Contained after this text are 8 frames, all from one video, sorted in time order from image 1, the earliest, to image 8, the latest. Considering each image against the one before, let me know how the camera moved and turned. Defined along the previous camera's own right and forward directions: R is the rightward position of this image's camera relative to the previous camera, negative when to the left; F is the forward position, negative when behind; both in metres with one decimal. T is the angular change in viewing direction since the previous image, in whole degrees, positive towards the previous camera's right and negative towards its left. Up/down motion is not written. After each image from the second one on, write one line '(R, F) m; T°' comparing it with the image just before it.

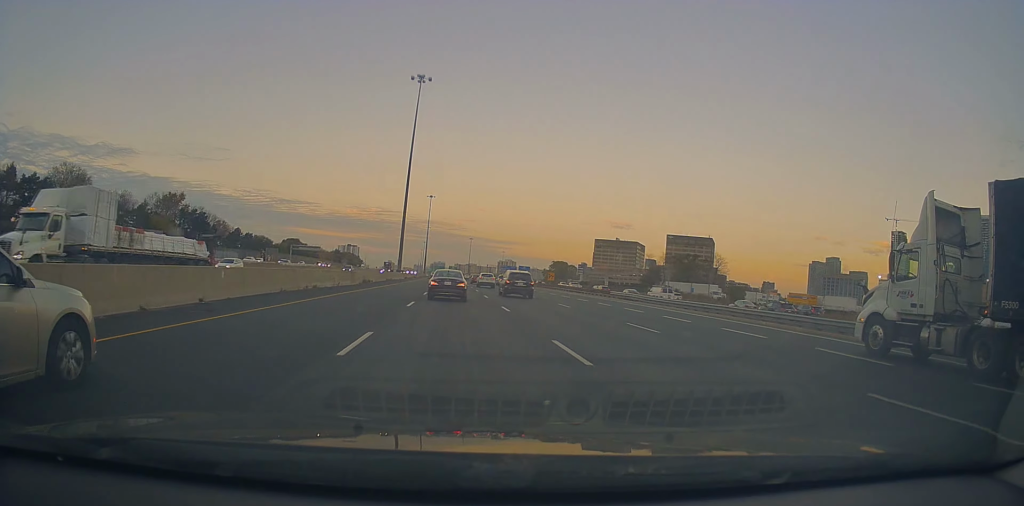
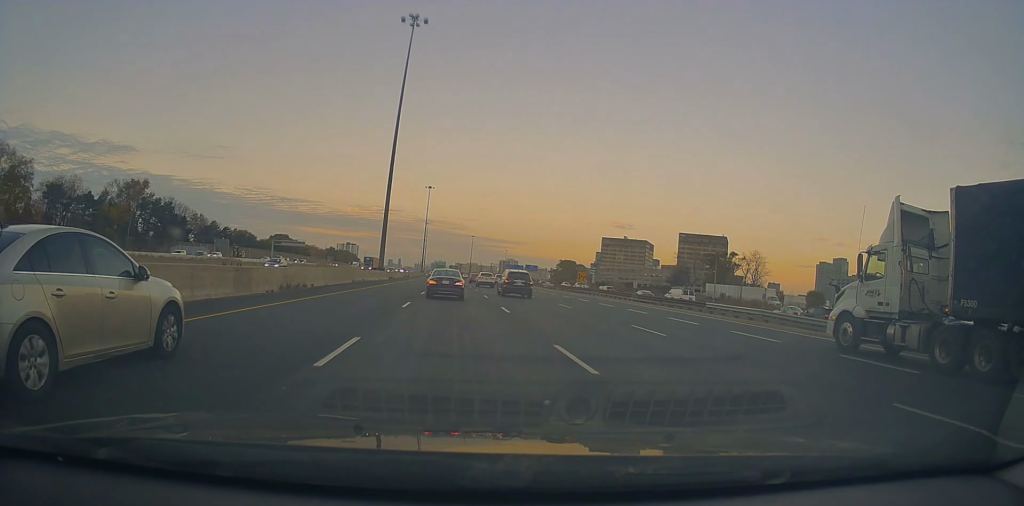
(0.0, +24.9) m; 0°
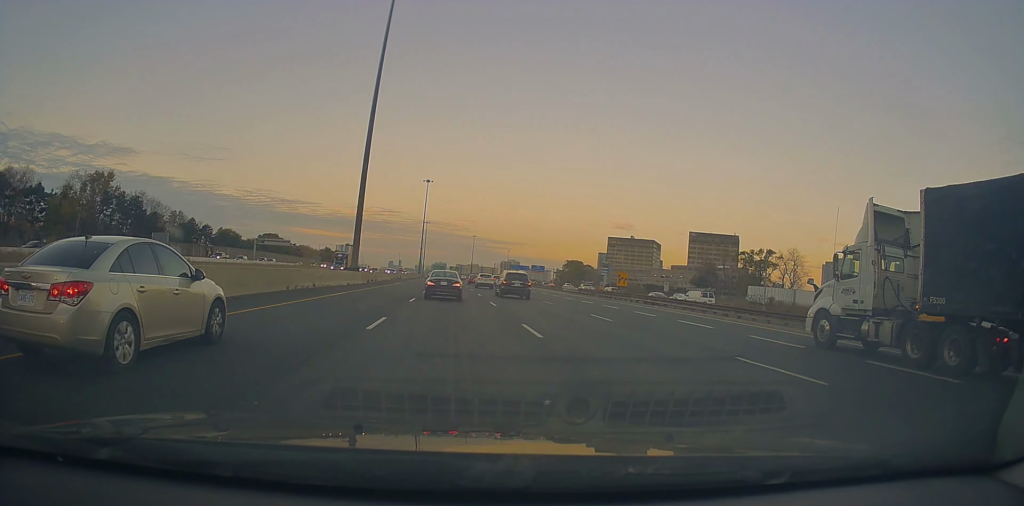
(0.0, +19.3) m; 0°
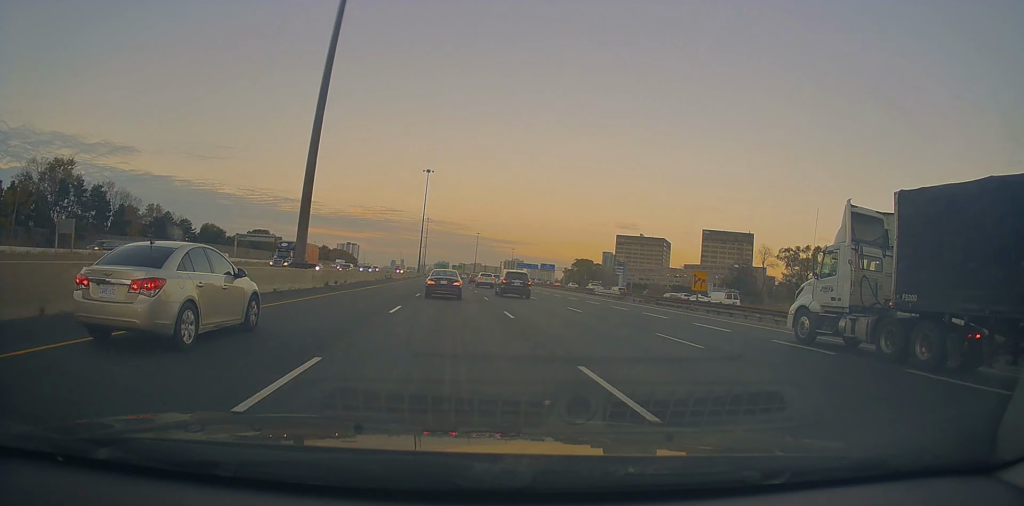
(0.0, +19.3) m; 0°
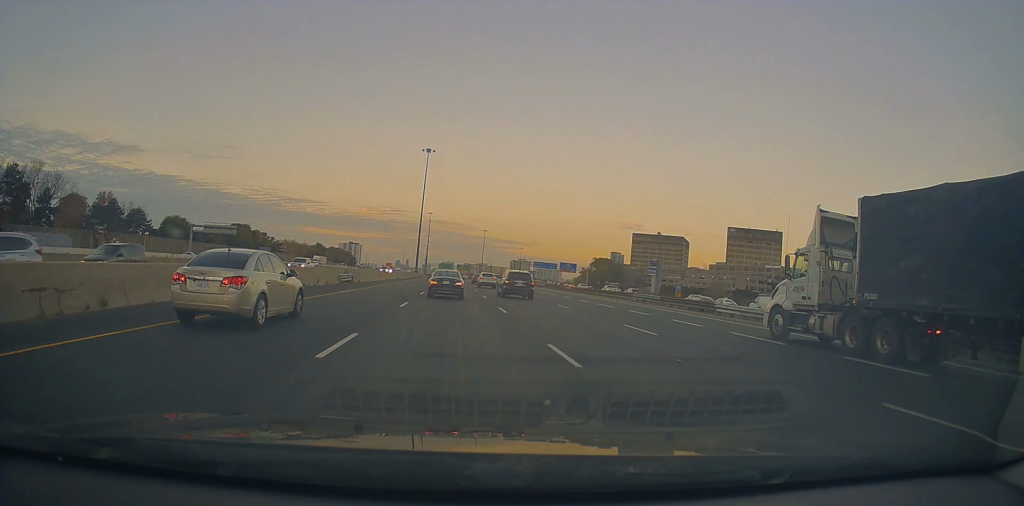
(-0.1, +33.3) m; -1°
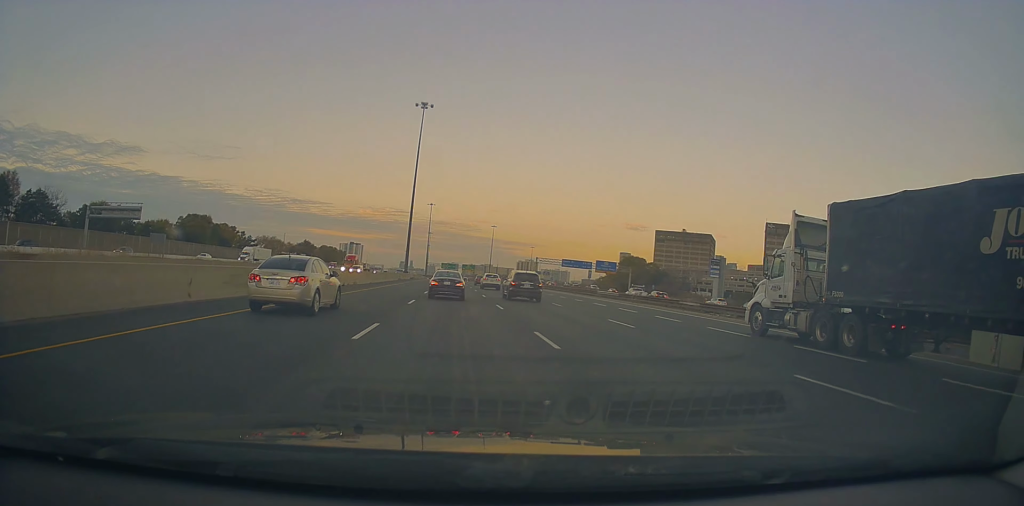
(-0.5, +45.8) m; -1°
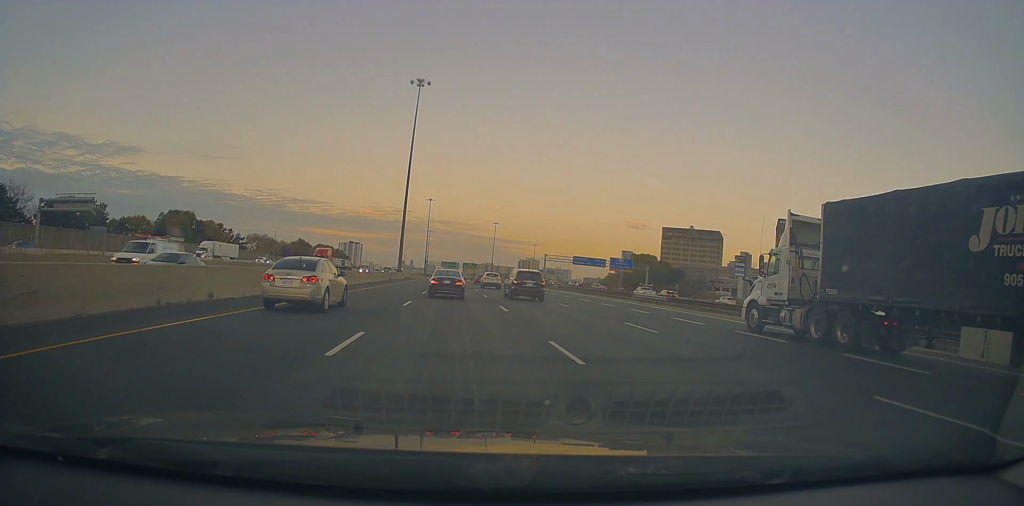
(0.0, +14.0) m; 0°
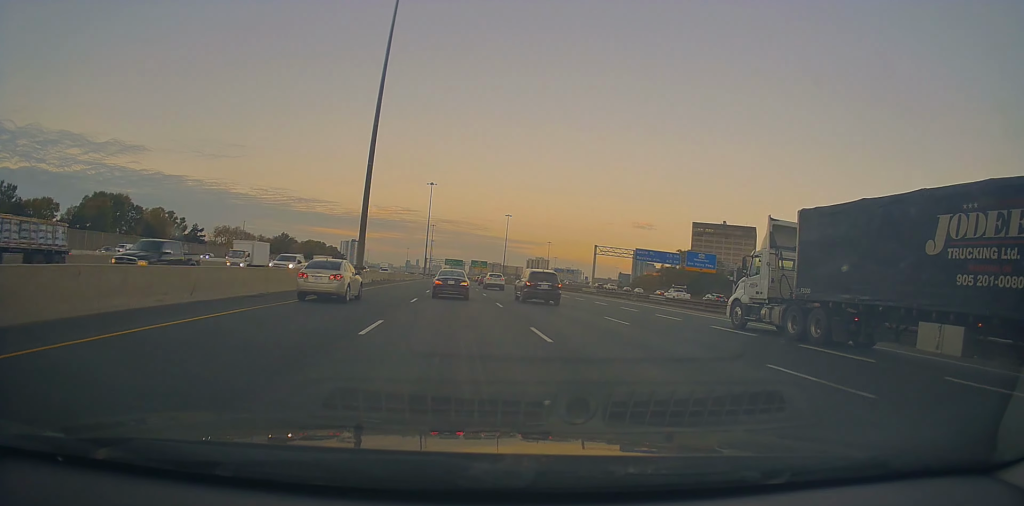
(0.0, +45.7) m; 0°
